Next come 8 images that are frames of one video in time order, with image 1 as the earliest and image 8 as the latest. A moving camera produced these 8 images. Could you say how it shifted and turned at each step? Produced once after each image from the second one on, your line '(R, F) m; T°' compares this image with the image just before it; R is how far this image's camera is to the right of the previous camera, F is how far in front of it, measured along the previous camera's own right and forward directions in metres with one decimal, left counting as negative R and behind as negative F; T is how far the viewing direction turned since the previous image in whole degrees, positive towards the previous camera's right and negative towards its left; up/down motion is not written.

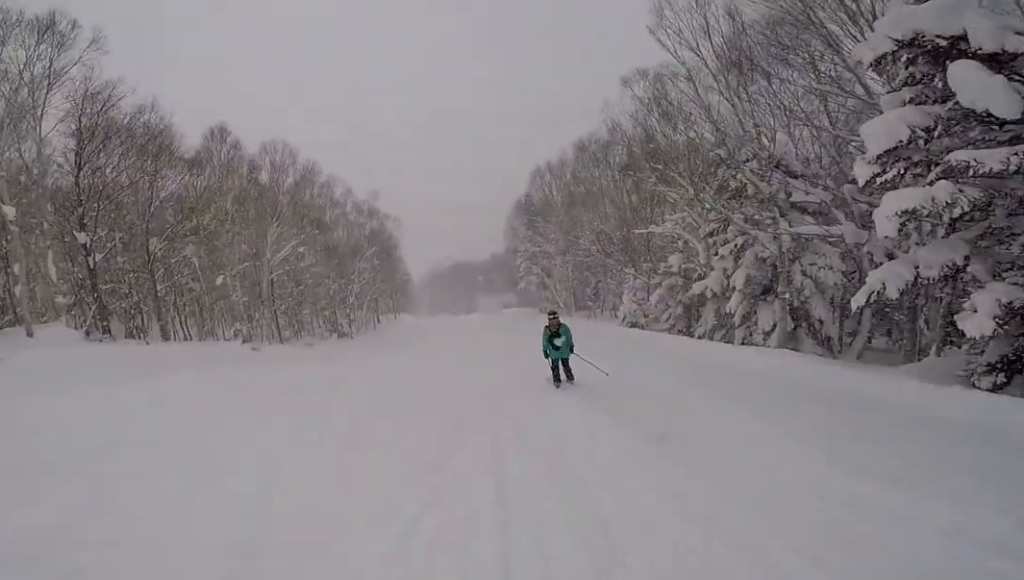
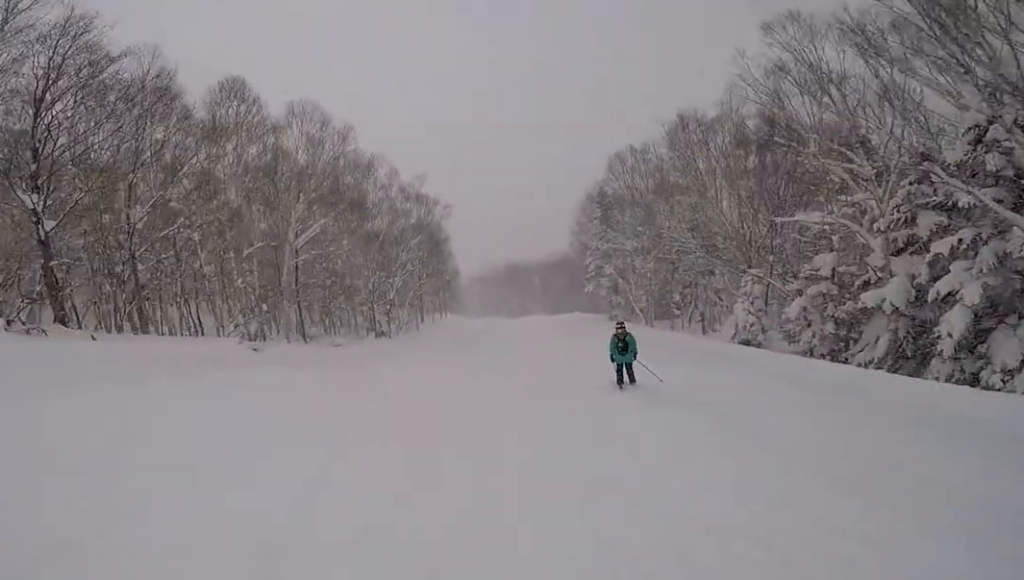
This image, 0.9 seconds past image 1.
(-0.6, +5.4) m; -3°
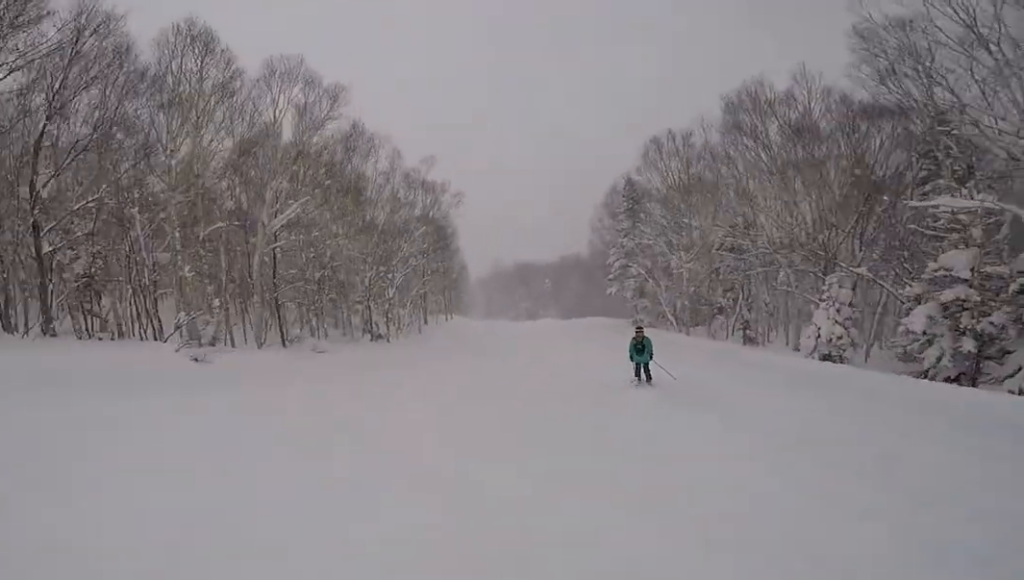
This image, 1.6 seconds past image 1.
(-0.2, +4.5) m; +5°
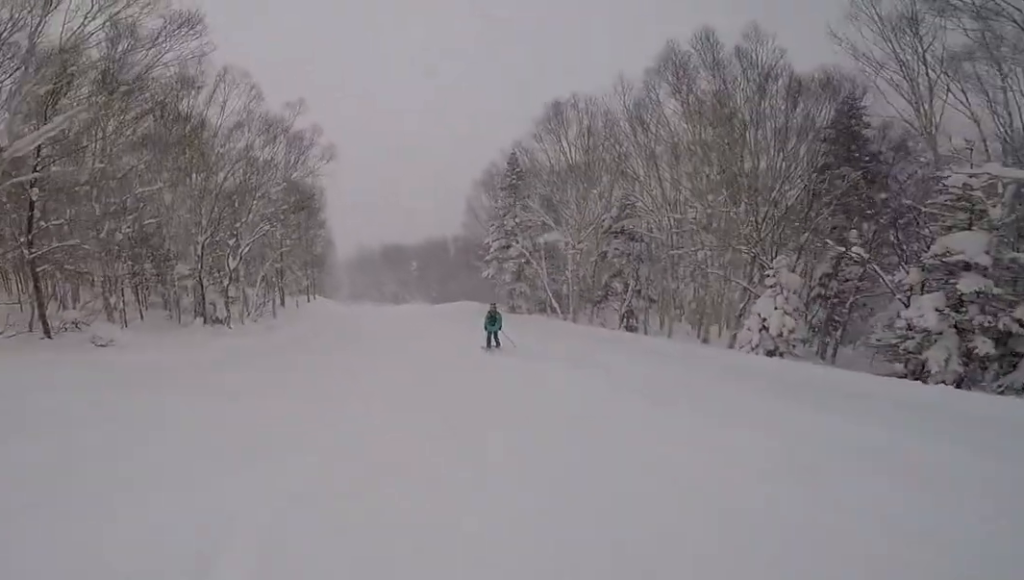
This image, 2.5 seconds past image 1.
(+1.1, +6.0) m; +3°
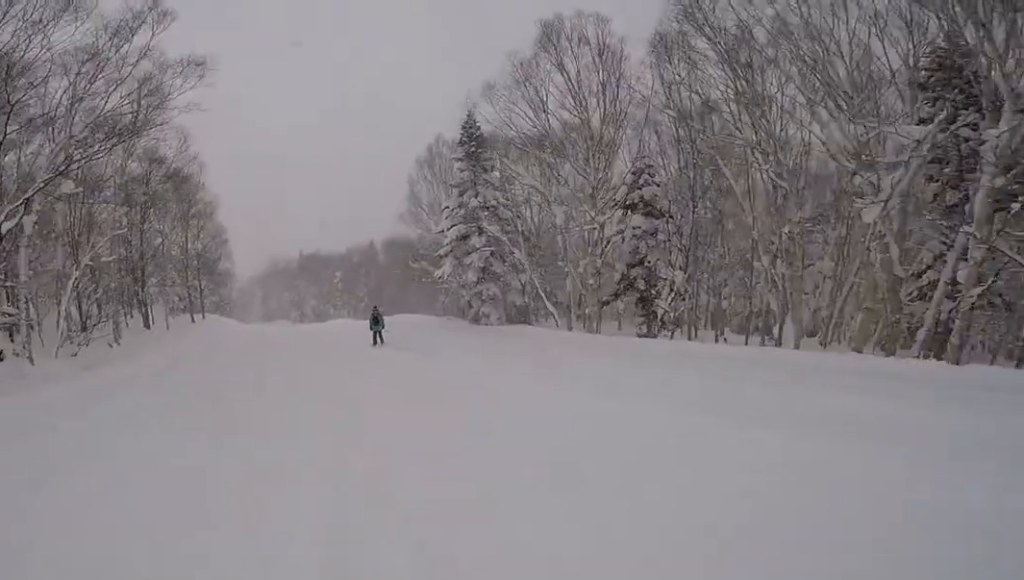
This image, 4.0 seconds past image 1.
(+0.1, +10.7) m; +3°
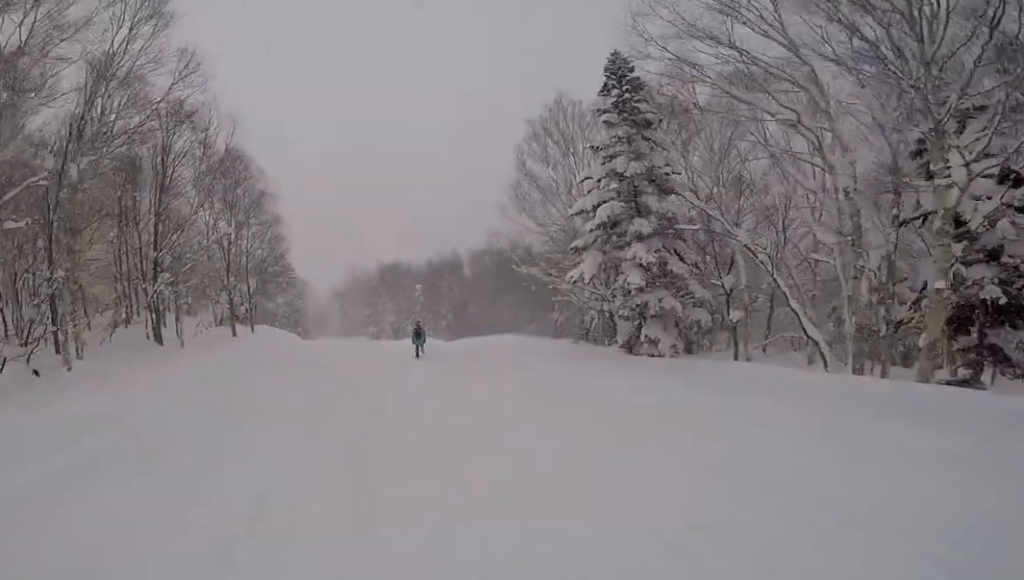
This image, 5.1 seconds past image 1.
(-0.4, +8.8) m; 0°
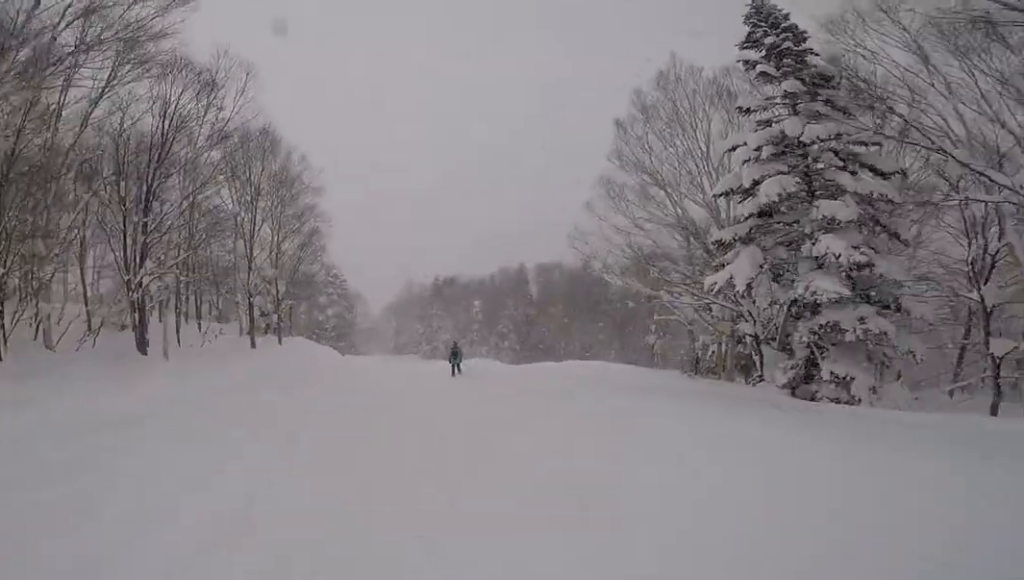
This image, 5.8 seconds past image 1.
(+0.1, +5.3) m; +1°
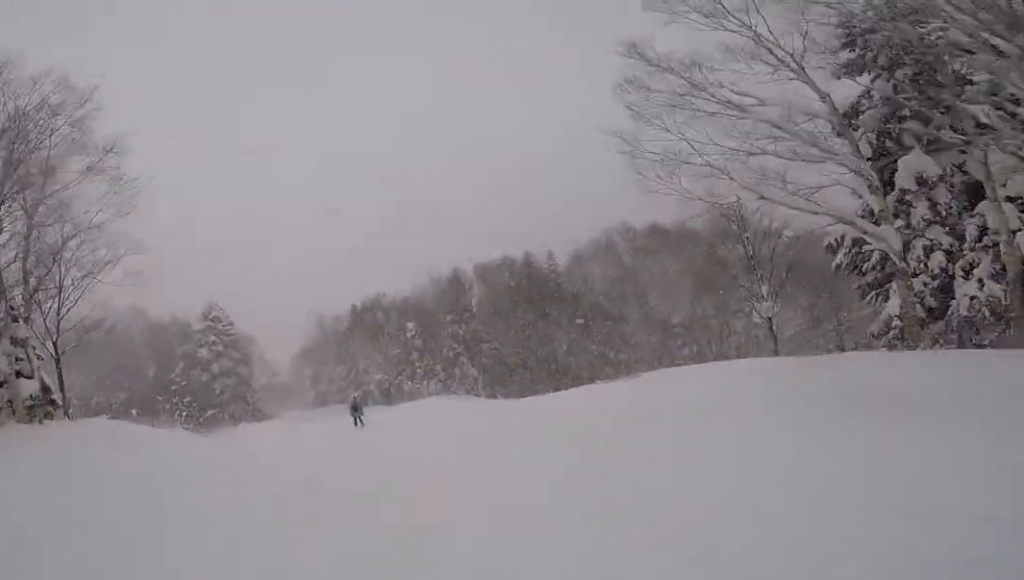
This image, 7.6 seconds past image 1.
(-0.3, +14.7) m; -9°
